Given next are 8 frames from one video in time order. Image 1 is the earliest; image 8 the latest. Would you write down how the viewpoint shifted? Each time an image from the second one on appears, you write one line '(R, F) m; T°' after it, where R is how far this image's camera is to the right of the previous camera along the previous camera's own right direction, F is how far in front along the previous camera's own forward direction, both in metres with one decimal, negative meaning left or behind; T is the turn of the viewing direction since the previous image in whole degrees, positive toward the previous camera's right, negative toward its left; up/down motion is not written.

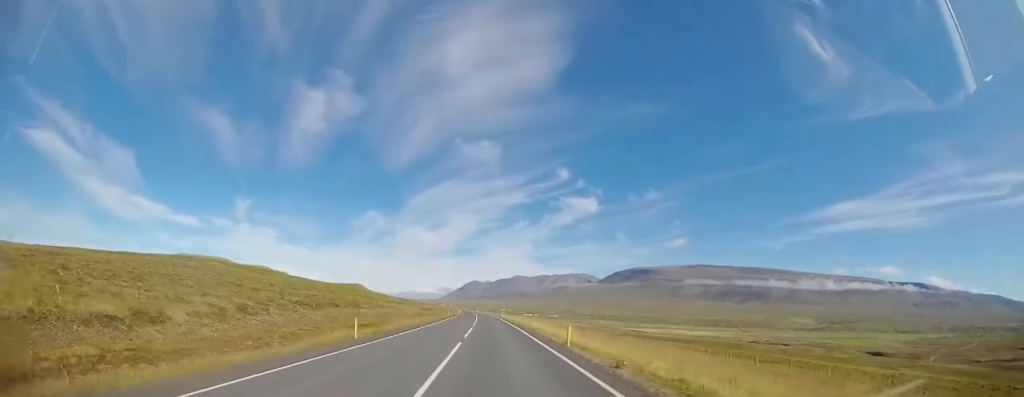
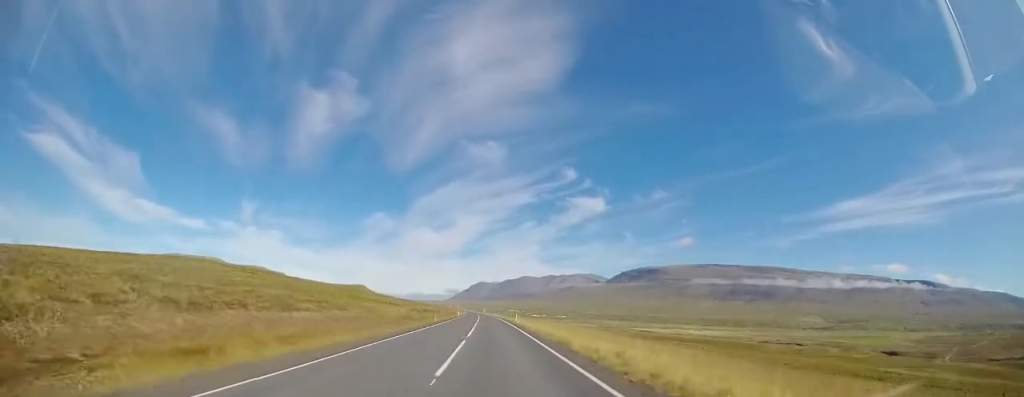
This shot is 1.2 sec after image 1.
(-0.1, +22.0) m; 0°
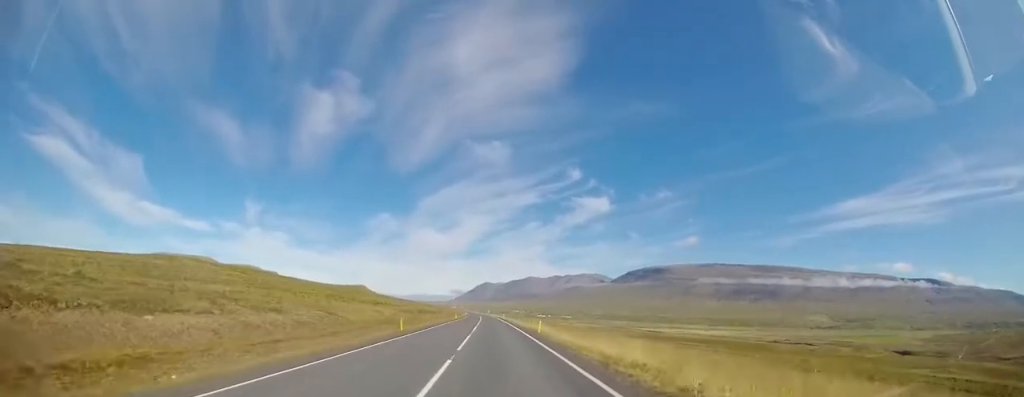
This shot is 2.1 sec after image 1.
(+0.1, +18.5) m; 0°
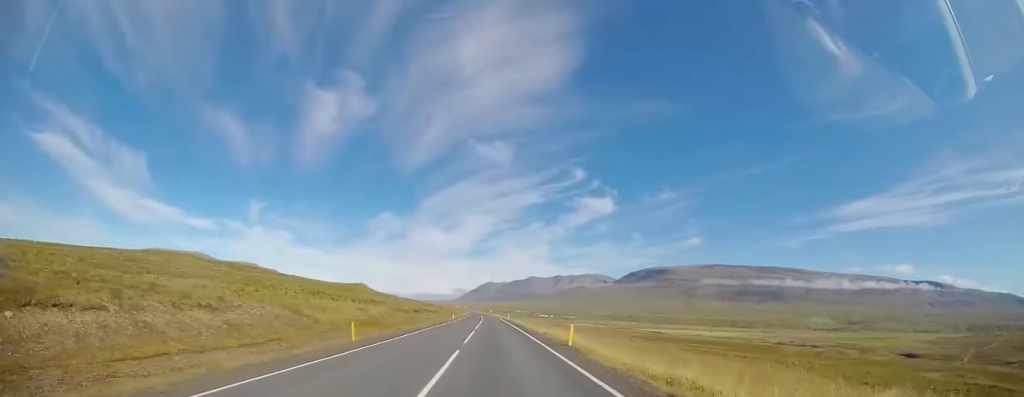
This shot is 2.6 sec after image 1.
(0.0, +9.7) m; 0°
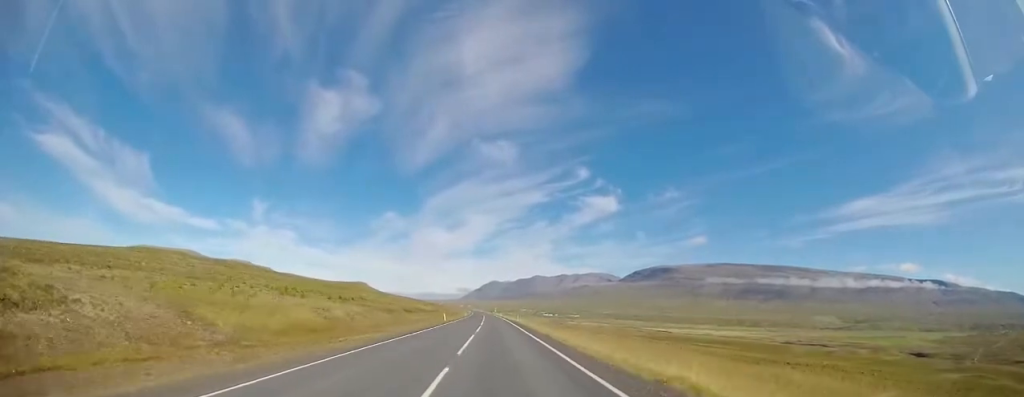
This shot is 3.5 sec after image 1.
(-0.1, +16.3) m; -1°
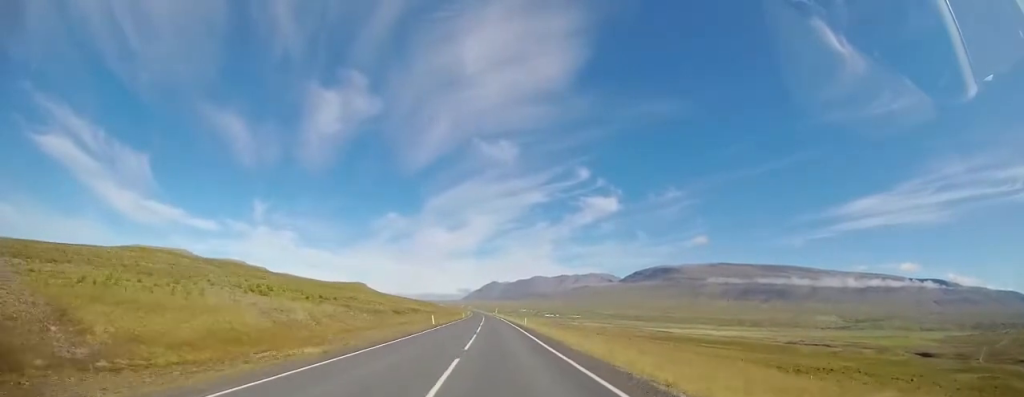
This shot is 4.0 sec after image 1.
(-0.1, +9.9) m; 0°
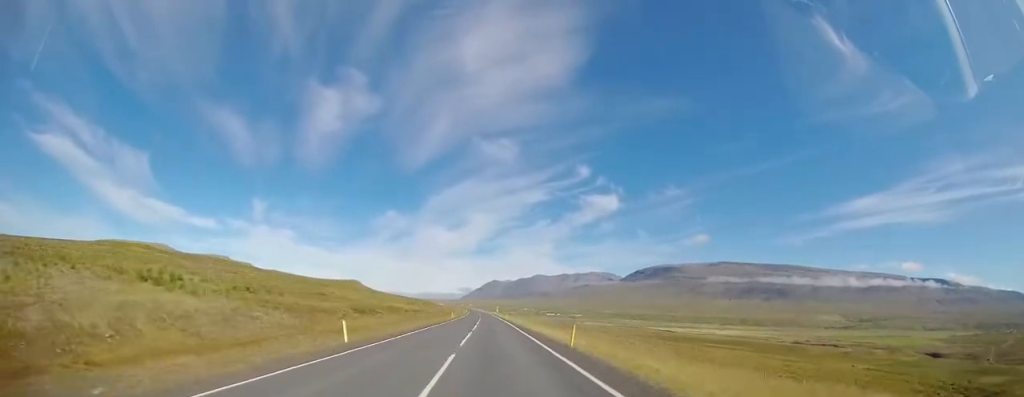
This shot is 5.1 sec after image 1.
(+0.1, +23.5) m; +1°
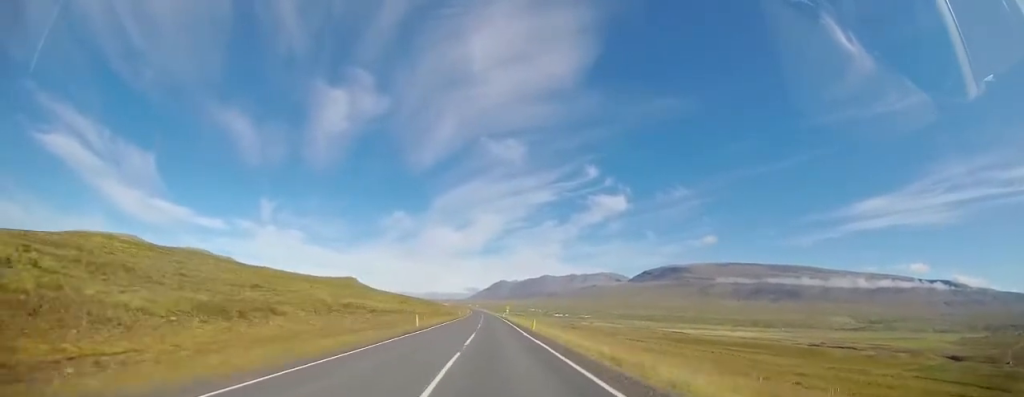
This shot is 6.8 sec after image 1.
(-0.2, +35.7) m; -1°
